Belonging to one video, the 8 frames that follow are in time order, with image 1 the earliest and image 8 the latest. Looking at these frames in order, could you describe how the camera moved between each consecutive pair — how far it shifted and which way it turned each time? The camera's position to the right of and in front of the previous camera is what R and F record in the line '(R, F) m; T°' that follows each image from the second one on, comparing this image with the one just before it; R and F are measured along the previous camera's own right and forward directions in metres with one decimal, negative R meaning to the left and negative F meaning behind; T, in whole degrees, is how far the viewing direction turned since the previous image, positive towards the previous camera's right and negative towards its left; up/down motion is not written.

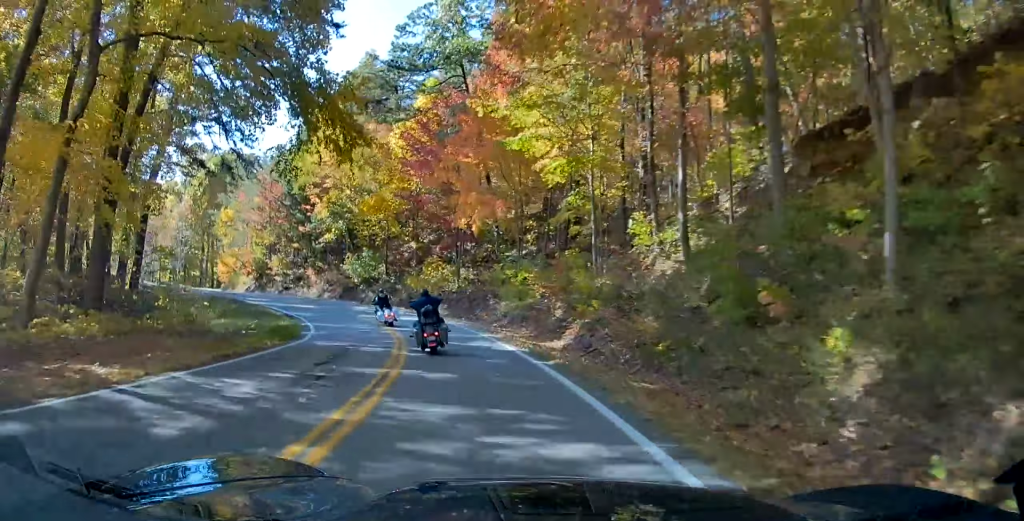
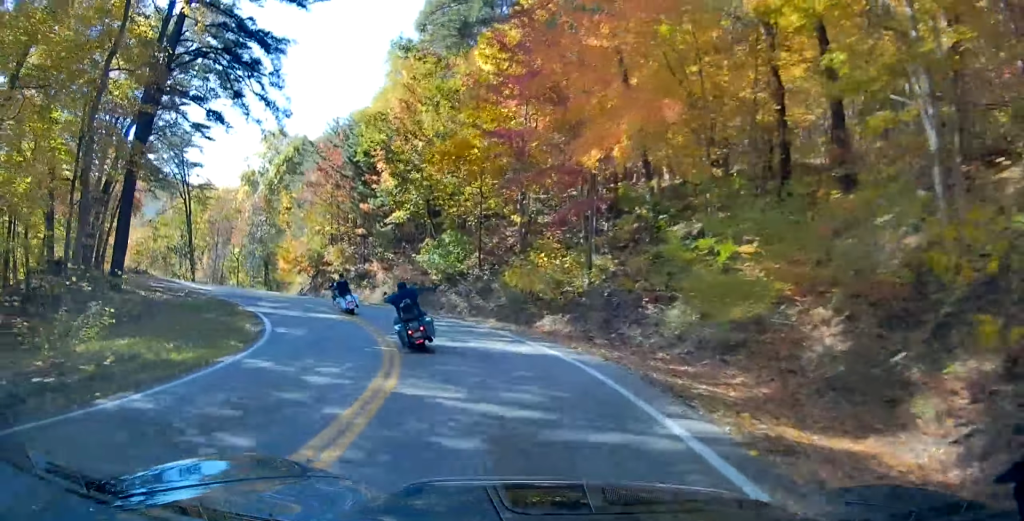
(-1.8, +16.2) m; -13°
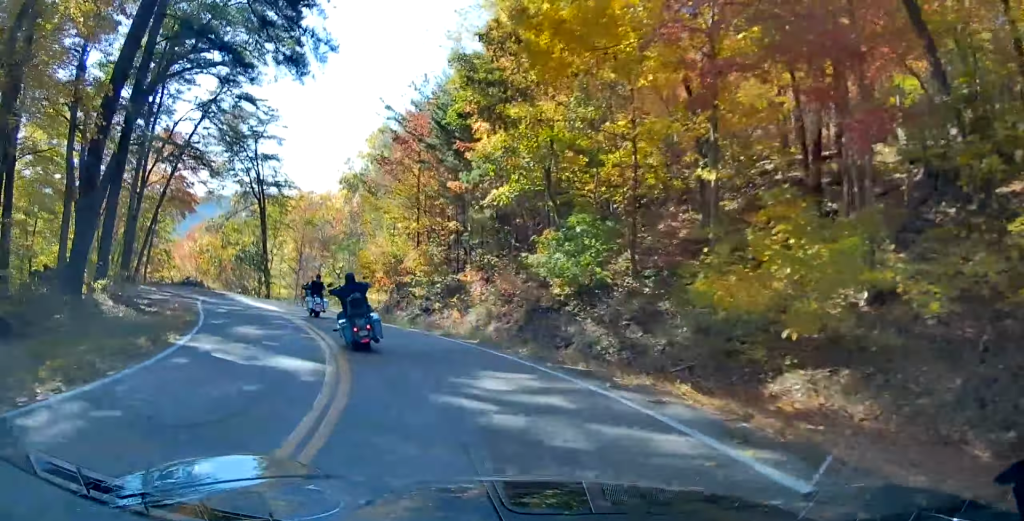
(-1.5, +13.4) m; -14°
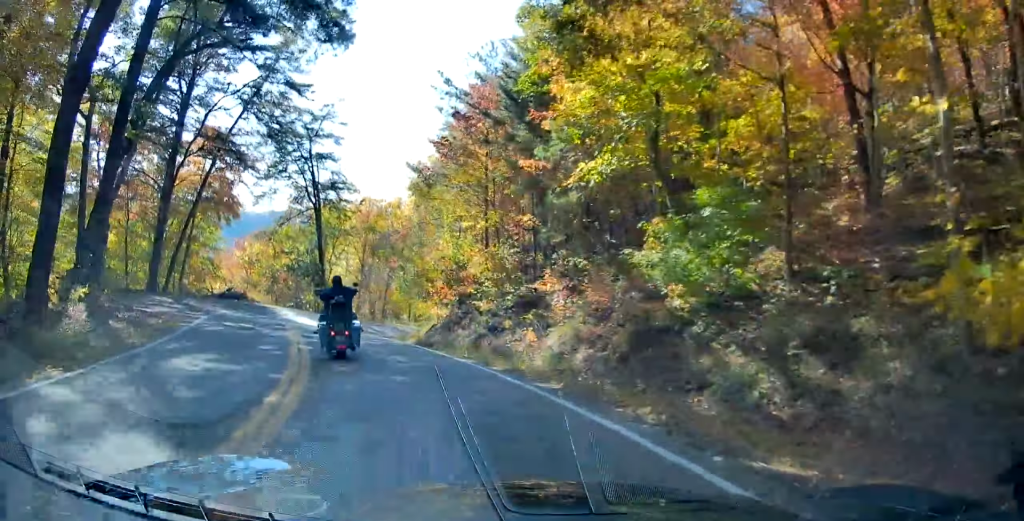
(0.0, +6.5) m; -7°
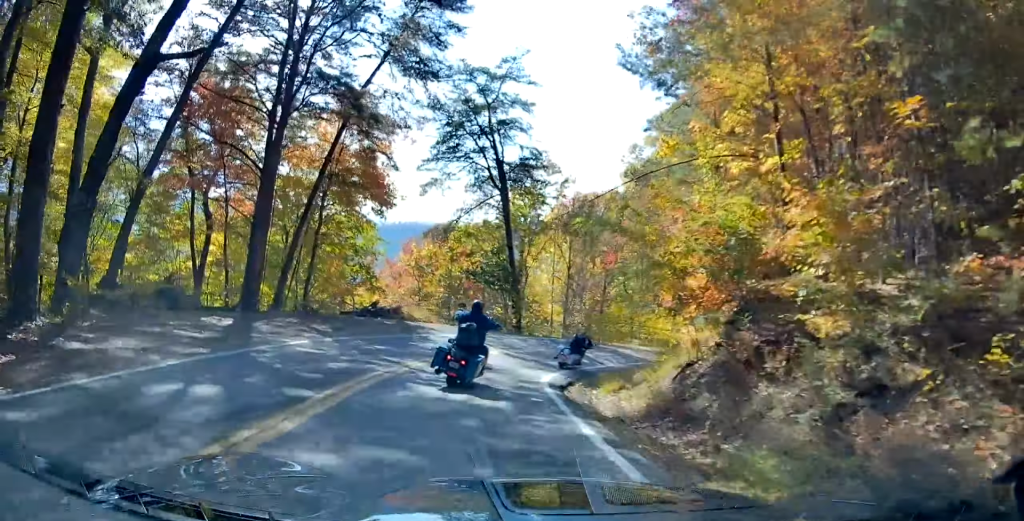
(-1.9, +13.8) m; -12°
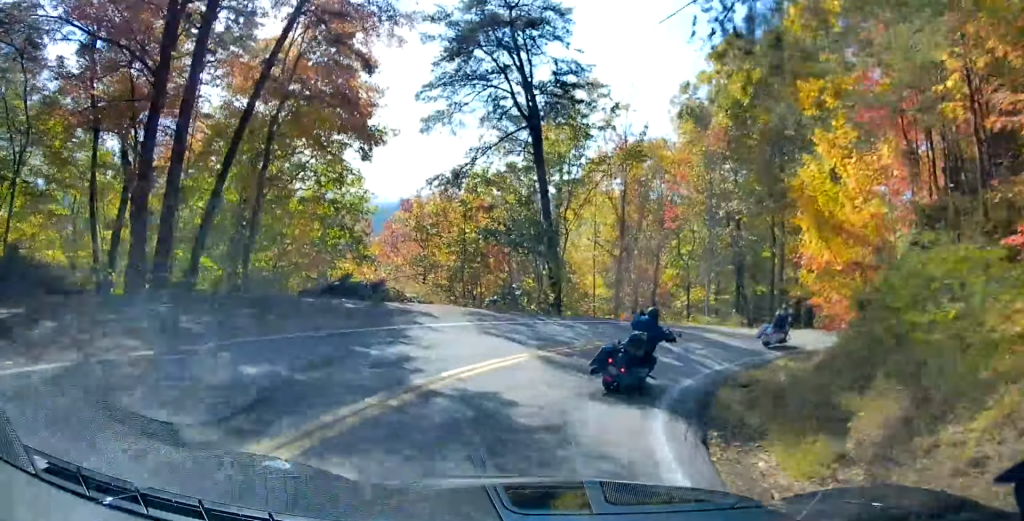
(-0.9, +11.1) m; -2°
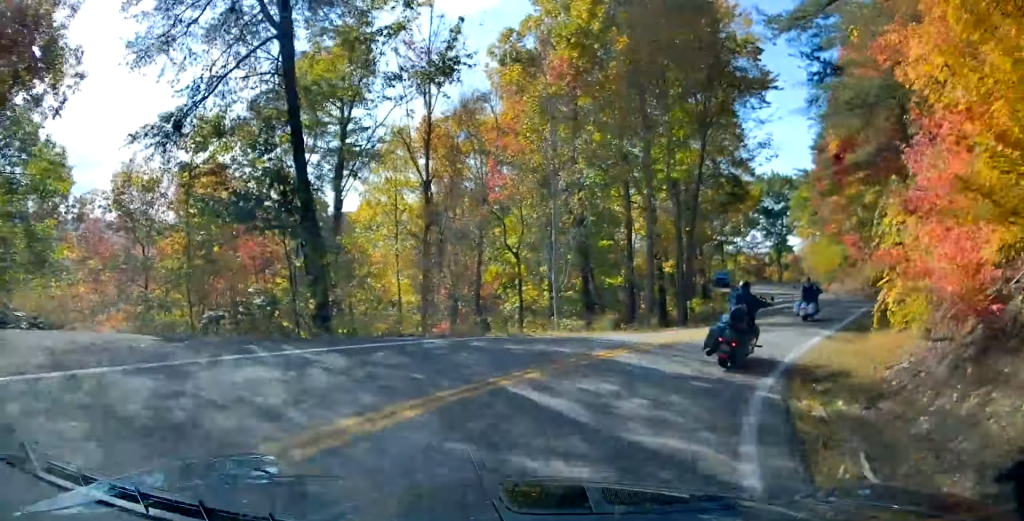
(+0.4, +11.8) m; +9°
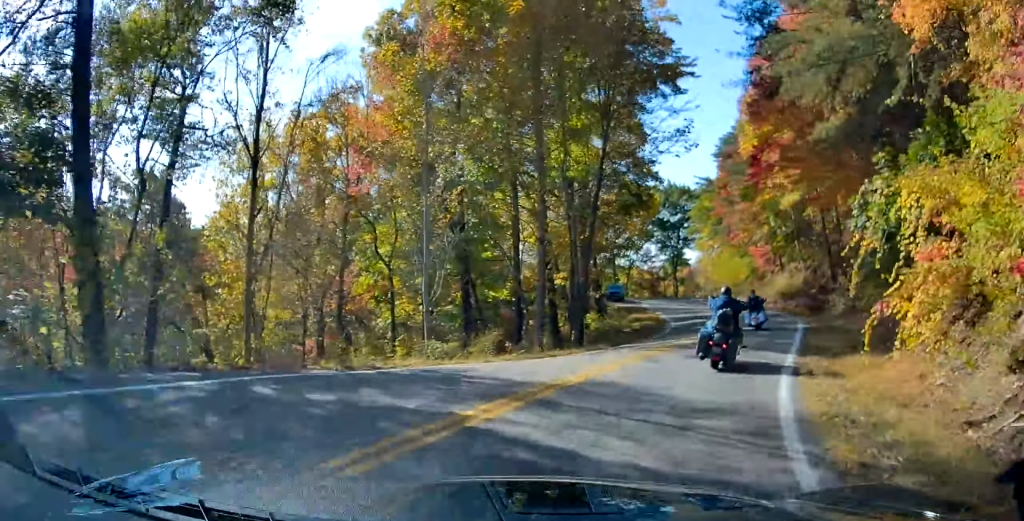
(+0.6, +5.3) m; +7°
